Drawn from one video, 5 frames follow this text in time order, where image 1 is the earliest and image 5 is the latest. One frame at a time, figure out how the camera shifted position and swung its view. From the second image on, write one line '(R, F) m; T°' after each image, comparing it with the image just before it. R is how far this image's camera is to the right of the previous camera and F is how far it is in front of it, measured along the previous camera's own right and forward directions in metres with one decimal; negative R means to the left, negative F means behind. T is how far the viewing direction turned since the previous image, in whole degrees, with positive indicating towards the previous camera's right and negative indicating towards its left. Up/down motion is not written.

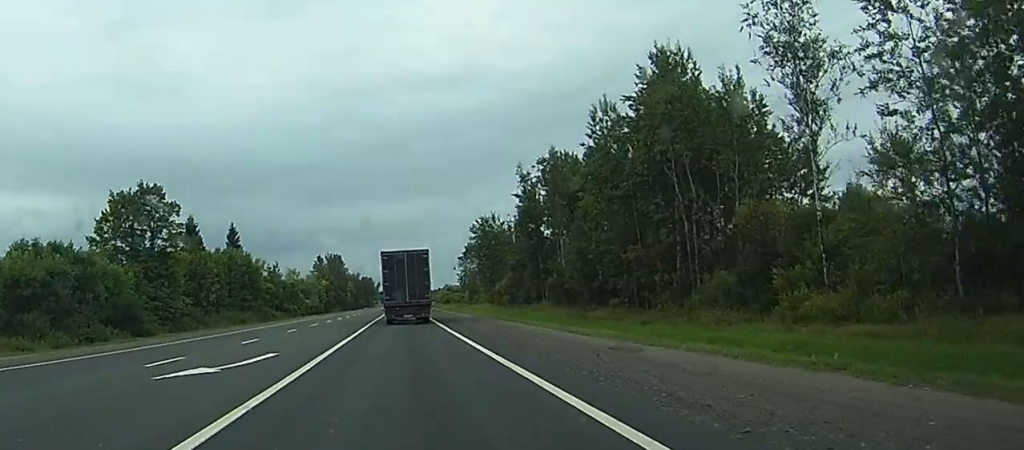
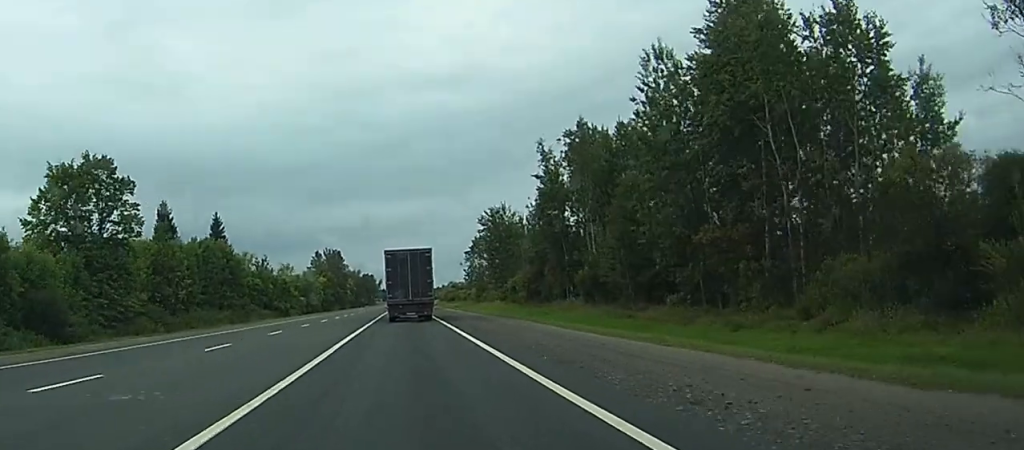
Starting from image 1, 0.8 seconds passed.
(0.0, +18.0) m; 0°
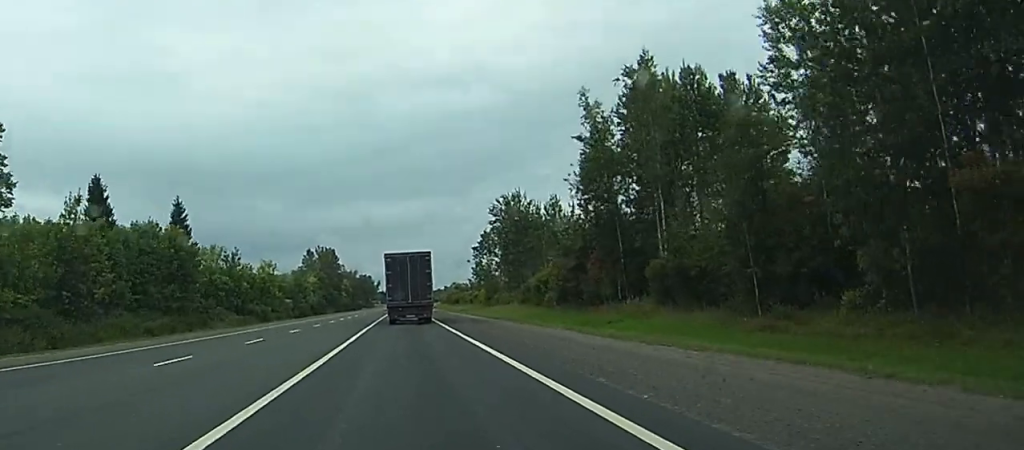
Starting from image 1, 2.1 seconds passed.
(+0.1, +28.3) m; 0°
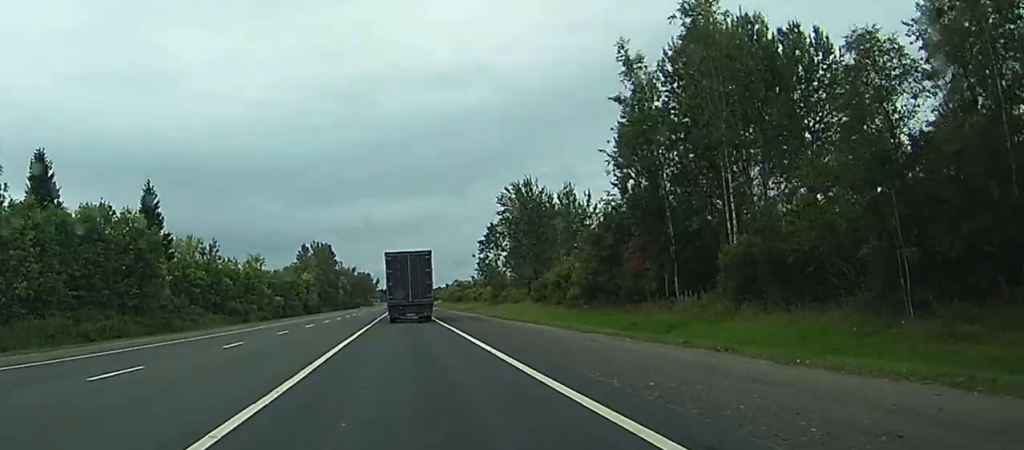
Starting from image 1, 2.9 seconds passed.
(0.0, +16.1) m; 0°
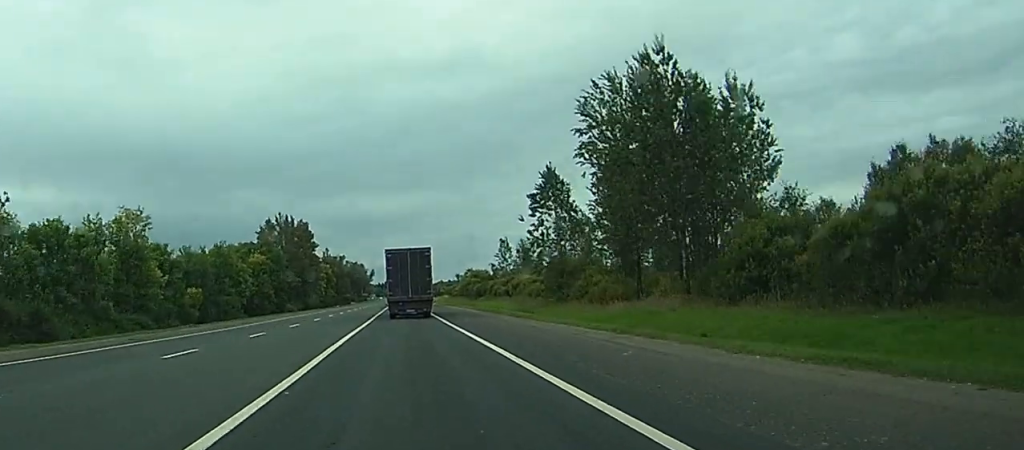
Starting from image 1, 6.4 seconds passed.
(+0.3, +78.2) m; 0°
